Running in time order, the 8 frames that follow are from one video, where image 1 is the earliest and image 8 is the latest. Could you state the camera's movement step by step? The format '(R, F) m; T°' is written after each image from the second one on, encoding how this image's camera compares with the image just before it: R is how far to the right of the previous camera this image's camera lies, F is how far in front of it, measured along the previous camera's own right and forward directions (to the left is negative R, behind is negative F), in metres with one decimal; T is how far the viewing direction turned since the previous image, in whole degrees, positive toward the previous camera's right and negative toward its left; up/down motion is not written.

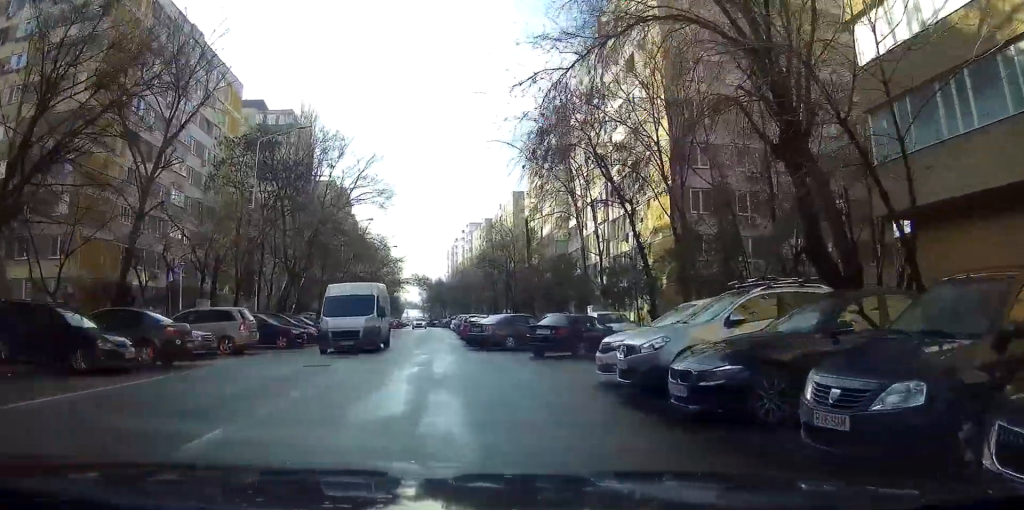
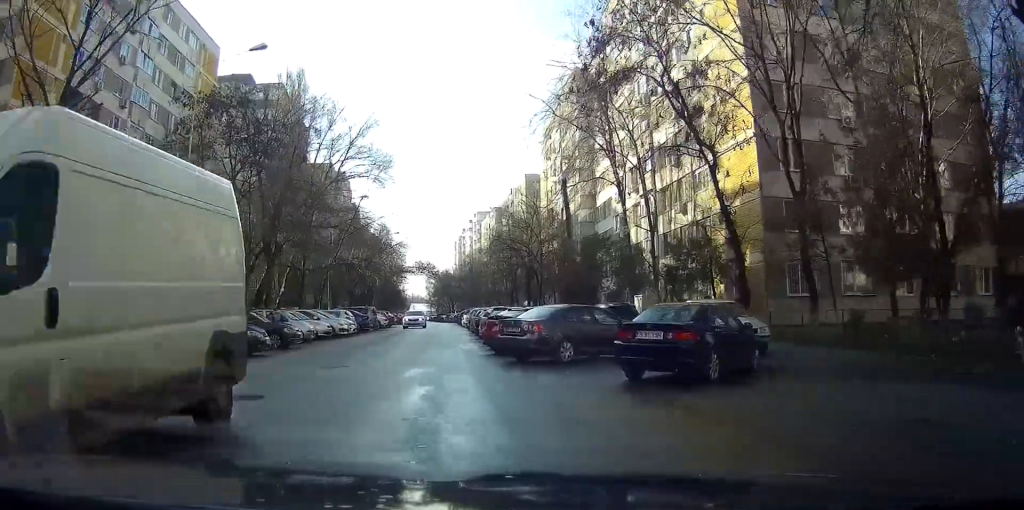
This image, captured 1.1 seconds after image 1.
(+1.5, +10.4) m; +6°
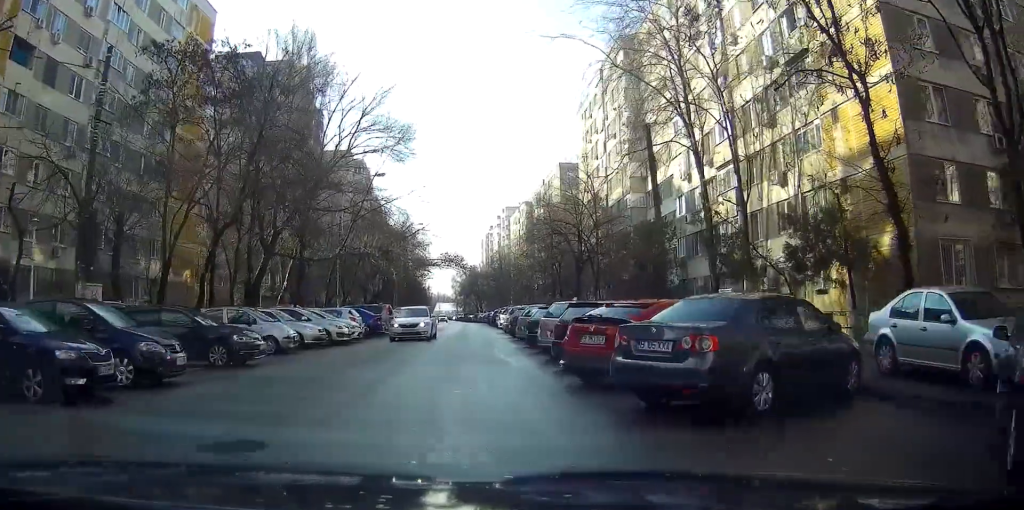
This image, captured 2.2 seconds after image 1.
(-0.3, +10.2) m; -2°
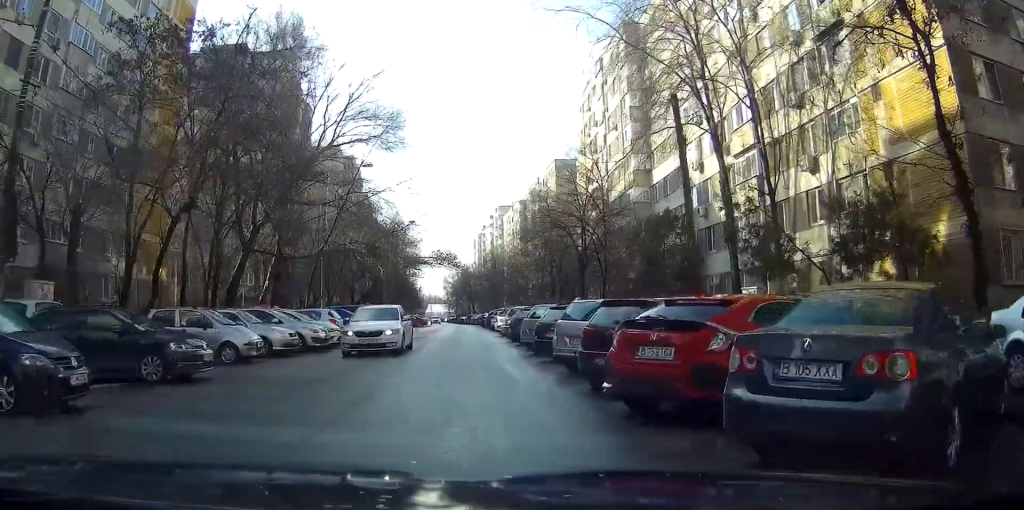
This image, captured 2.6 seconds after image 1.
(0.0, +4.2) m; 0°
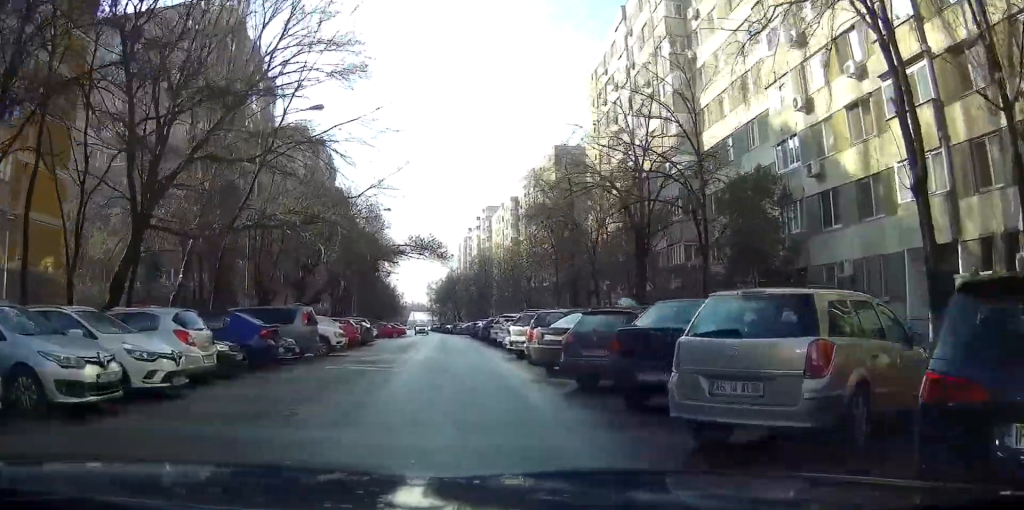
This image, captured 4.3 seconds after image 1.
(+0.2, +16.2) m; +3°
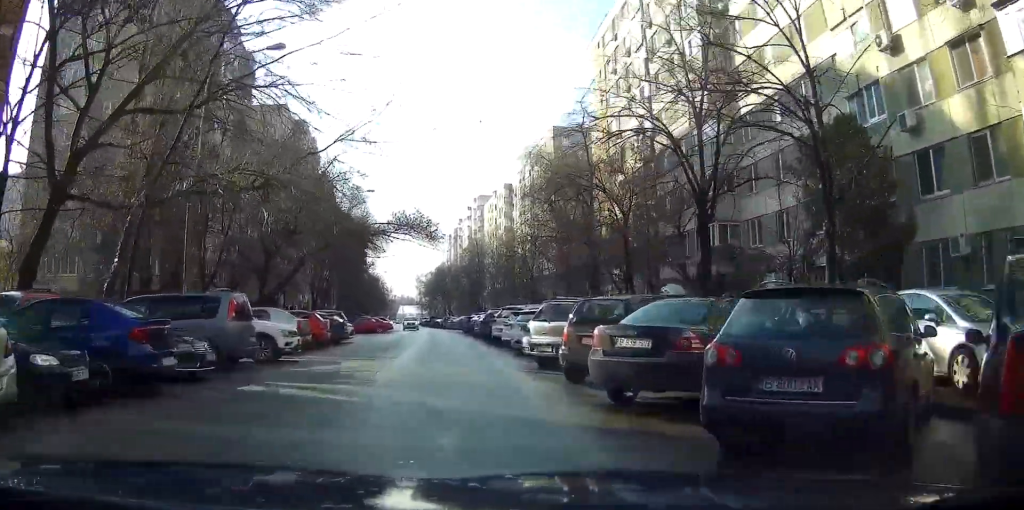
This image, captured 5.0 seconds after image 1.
(+0.1, +6.9) m; +2°
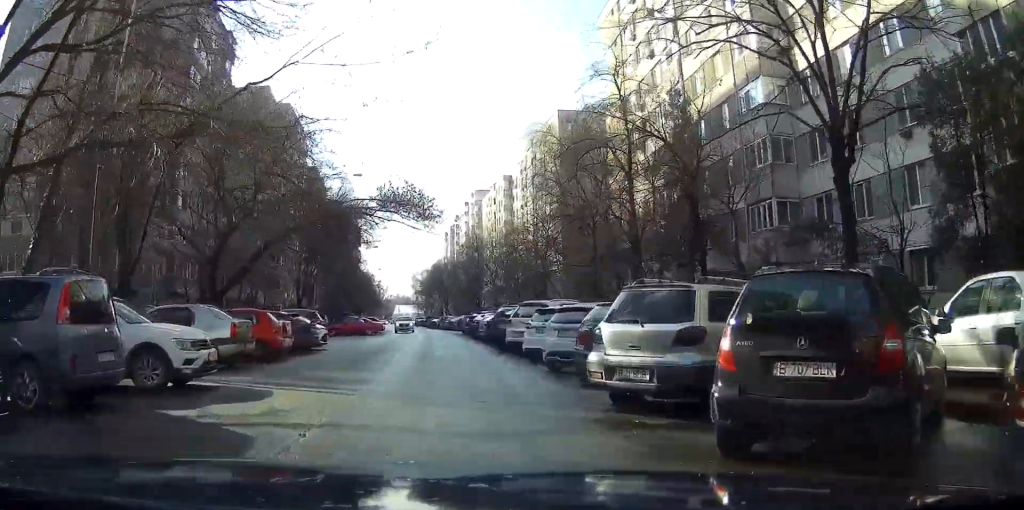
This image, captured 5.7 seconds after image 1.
(+0.1, +6.7) m; +2°
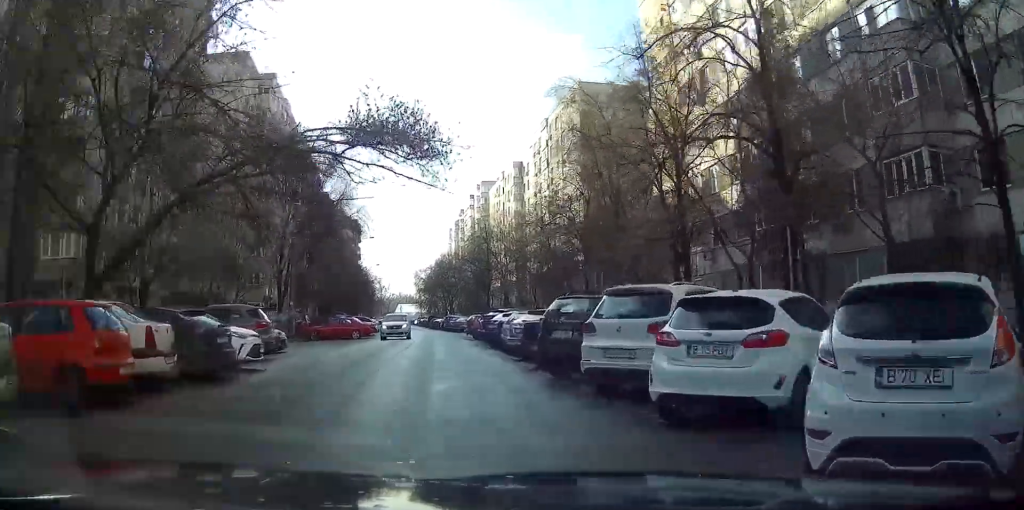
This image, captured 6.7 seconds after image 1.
(+0.2, +9.9) m; 0°
